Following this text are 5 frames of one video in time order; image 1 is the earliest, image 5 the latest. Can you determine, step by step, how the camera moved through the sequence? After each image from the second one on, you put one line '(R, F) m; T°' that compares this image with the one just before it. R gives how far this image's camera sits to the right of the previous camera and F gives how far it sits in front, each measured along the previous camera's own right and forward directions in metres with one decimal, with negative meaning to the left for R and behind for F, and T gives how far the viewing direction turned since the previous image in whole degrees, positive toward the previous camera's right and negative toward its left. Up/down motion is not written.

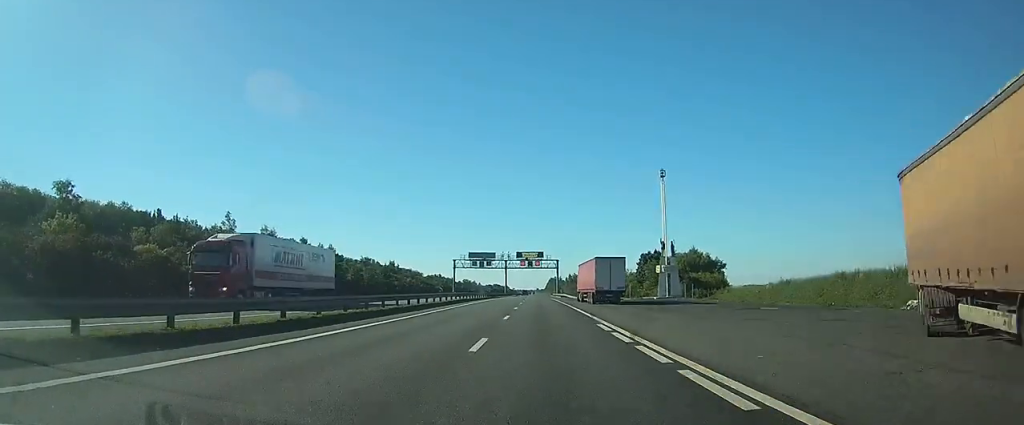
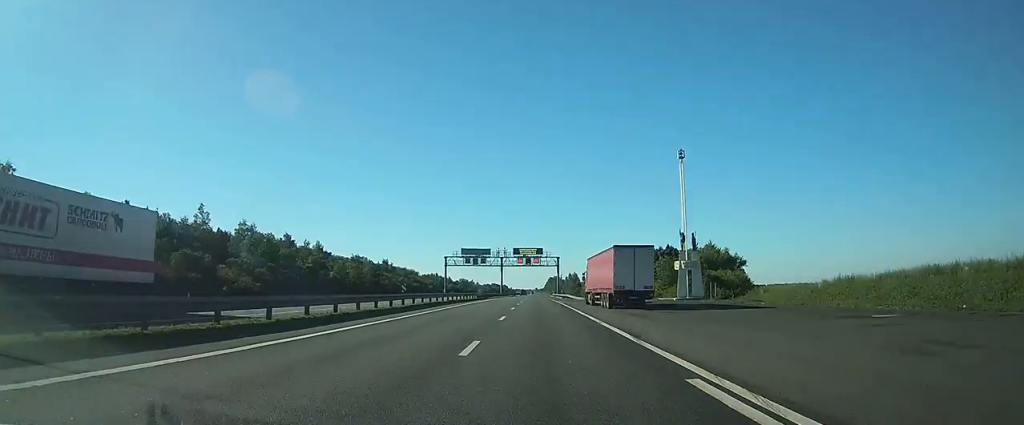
(0.0, +12.6) m; 0°
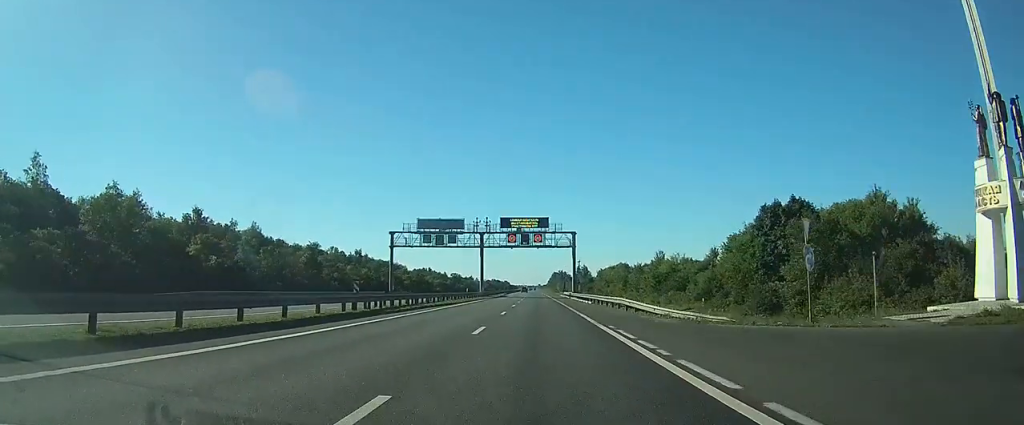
(+0.4, +54.2) m; +1°
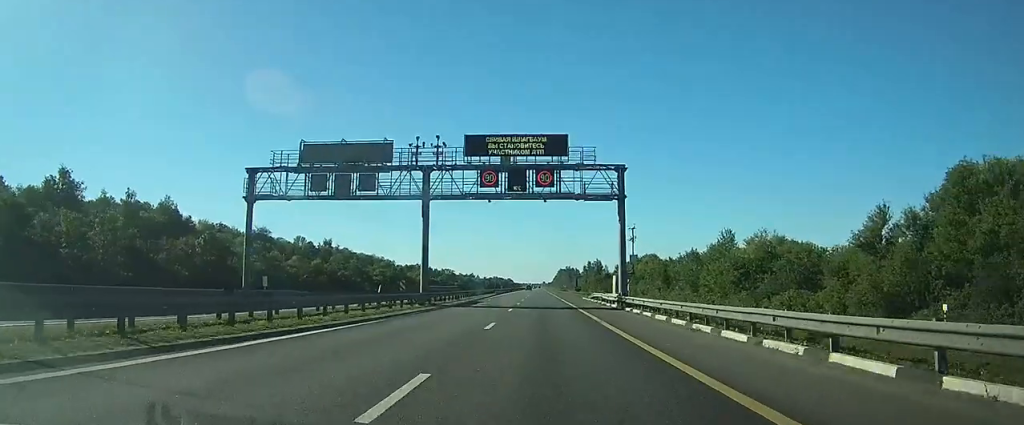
(-0.1, +46.1) m; 0°
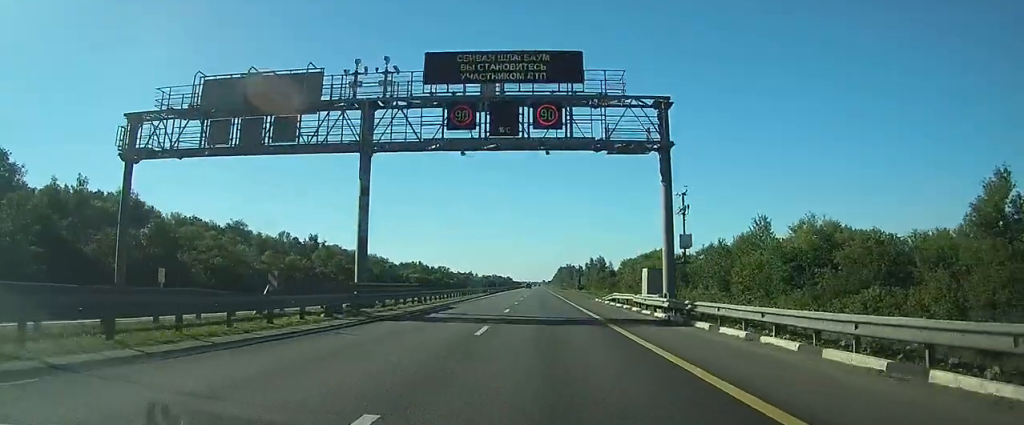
(0.0, +14.7) m; 0°
